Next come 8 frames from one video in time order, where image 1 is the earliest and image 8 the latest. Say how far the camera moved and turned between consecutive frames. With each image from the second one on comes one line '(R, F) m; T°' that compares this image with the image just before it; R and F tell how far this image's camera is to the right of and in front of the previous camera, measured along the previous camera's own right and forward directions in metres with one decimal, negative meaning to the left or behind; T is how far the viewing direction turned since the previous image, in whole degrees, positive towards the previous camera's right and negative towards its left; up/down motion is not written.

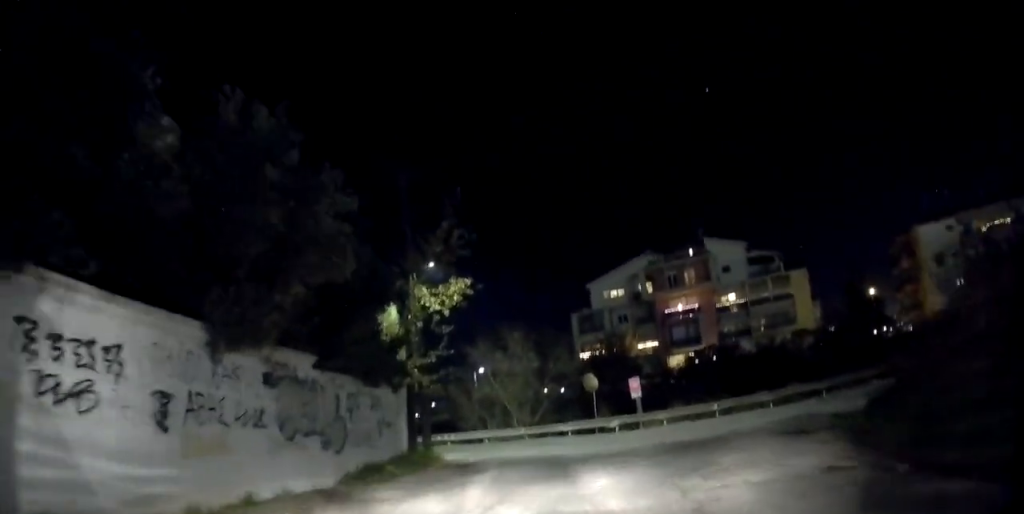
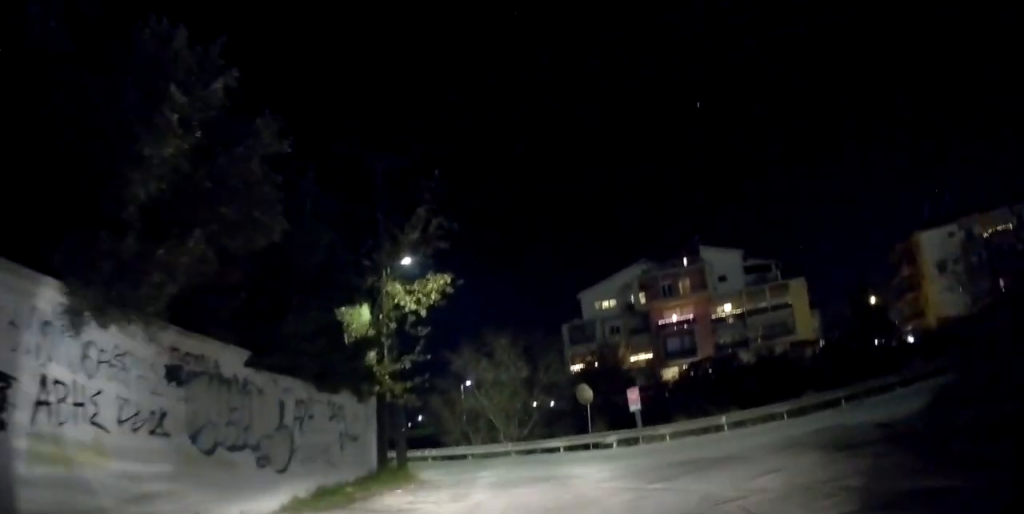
(-0.1, +2.2) m; 0°
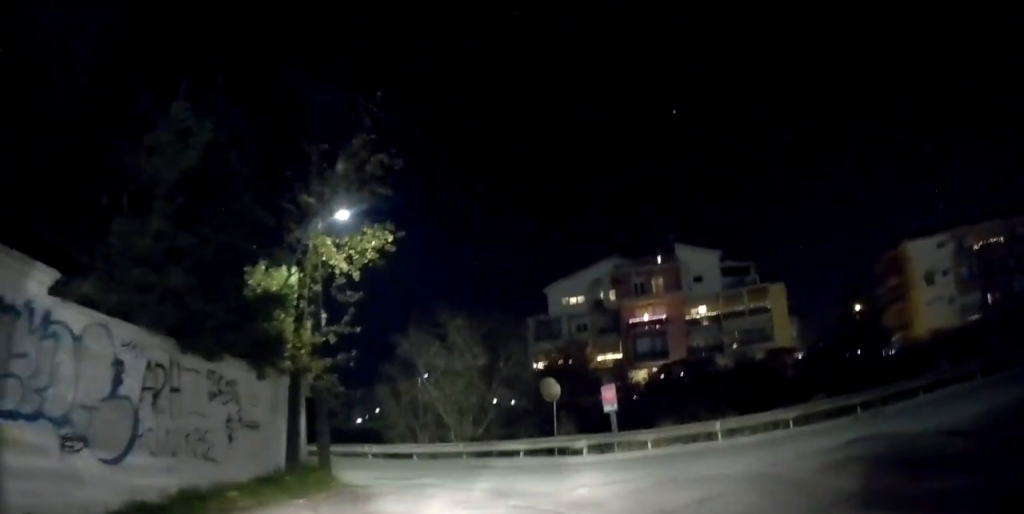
(0.0, +3.5) m; +4°
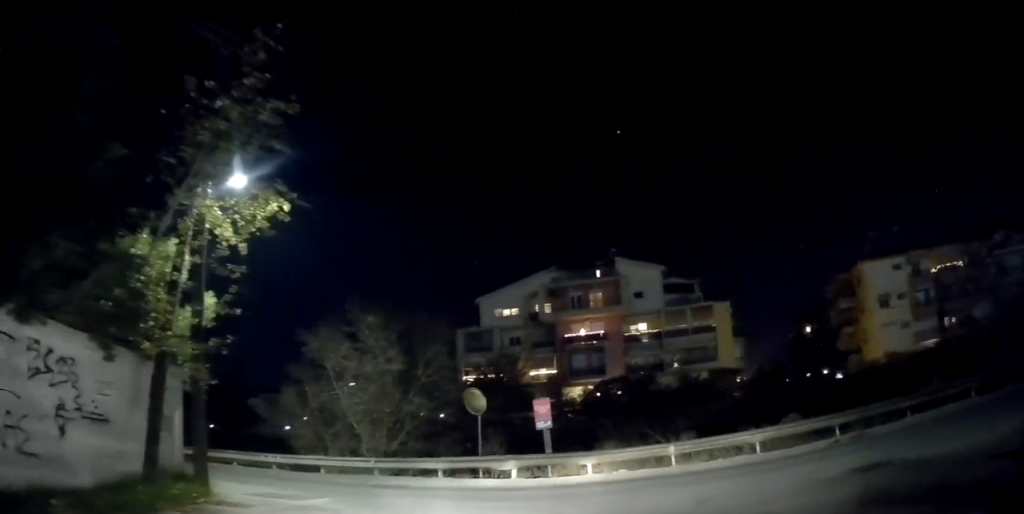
(+0.1, +2.7) m; +7°
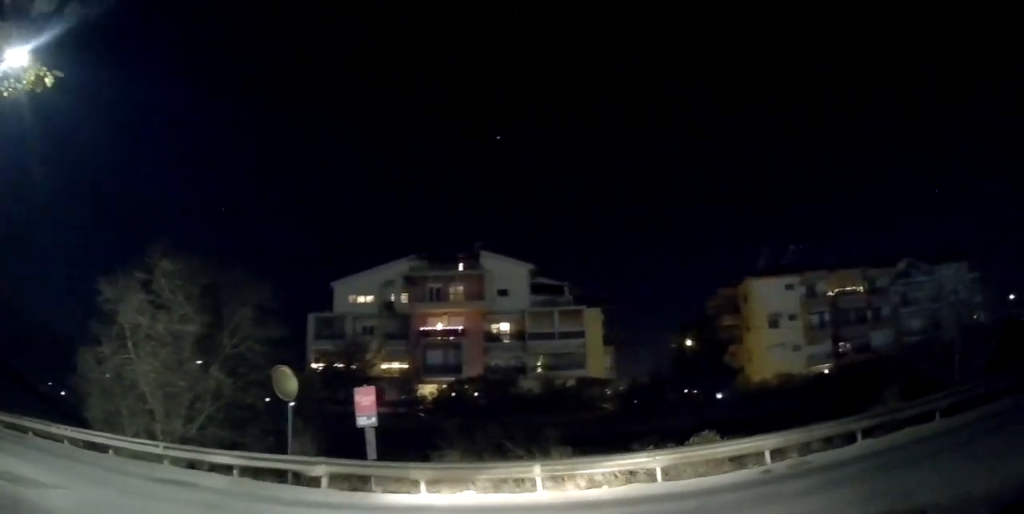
(+0.6, +4.1) m; +22°
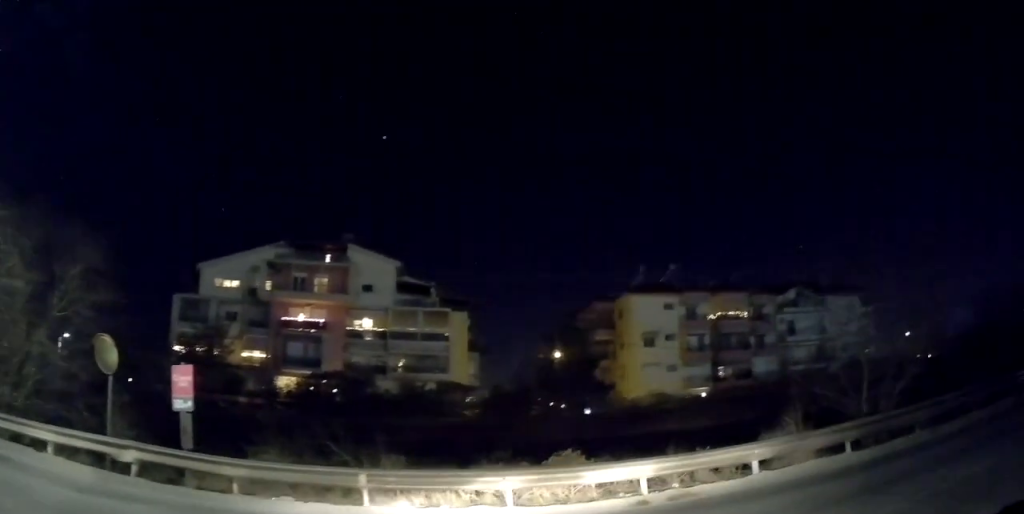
(+0.3, +1.7) m; +13°
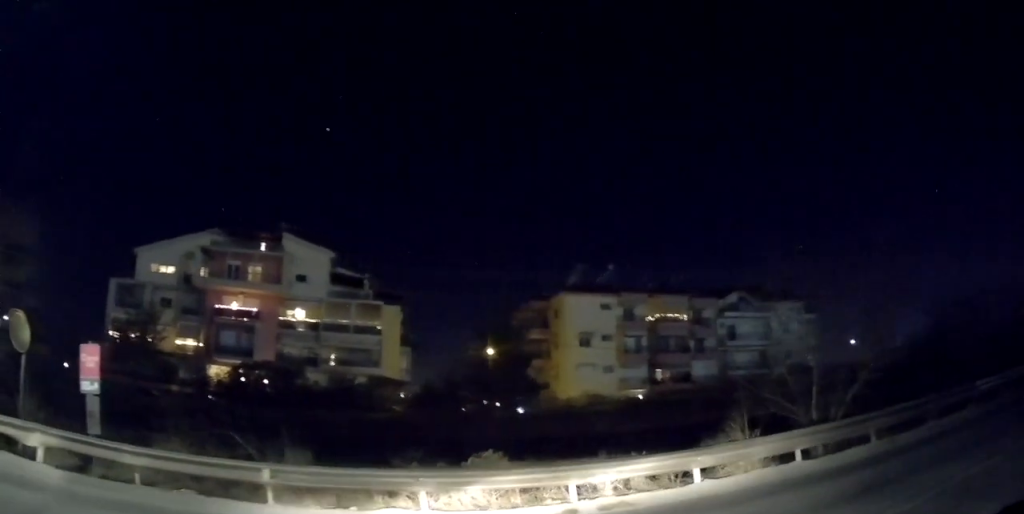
(0.0, +0.8) m; +3°
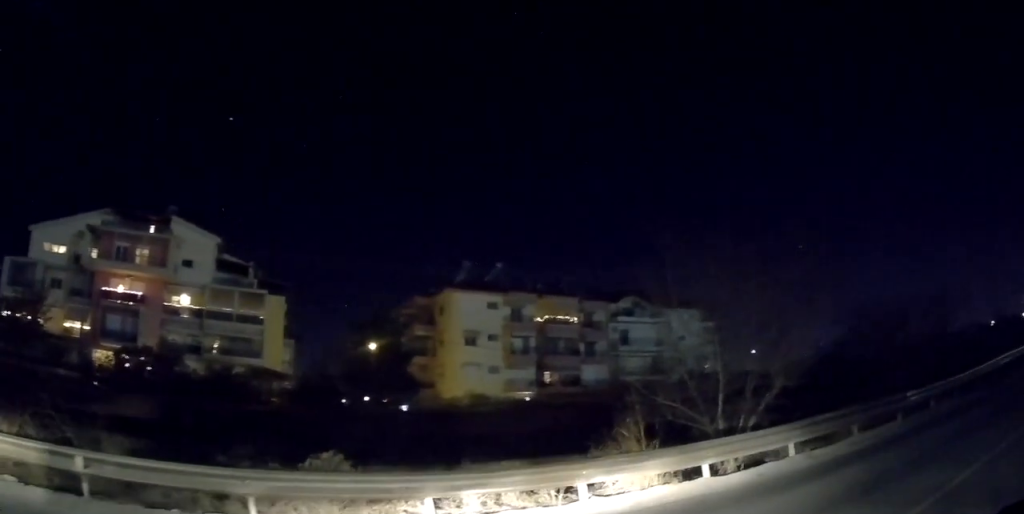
(+0.1, +1.3) m; +9°
